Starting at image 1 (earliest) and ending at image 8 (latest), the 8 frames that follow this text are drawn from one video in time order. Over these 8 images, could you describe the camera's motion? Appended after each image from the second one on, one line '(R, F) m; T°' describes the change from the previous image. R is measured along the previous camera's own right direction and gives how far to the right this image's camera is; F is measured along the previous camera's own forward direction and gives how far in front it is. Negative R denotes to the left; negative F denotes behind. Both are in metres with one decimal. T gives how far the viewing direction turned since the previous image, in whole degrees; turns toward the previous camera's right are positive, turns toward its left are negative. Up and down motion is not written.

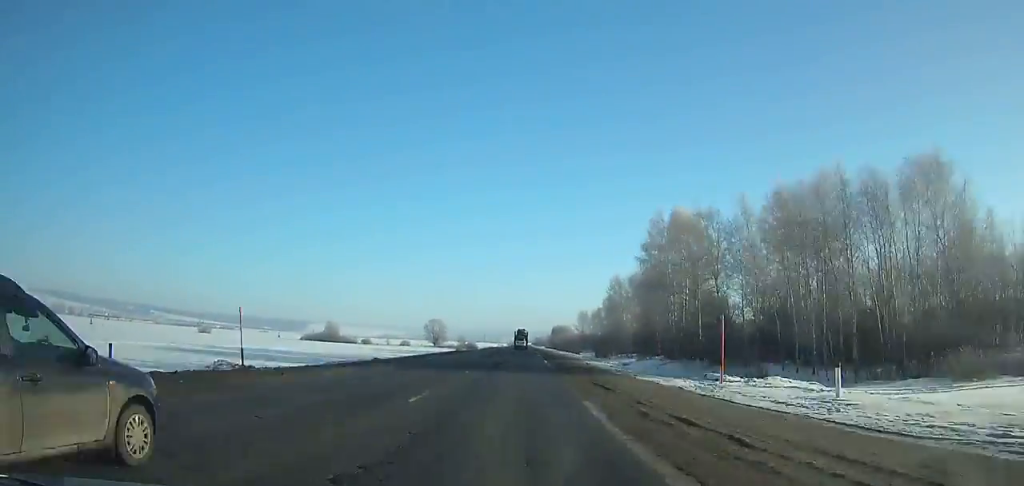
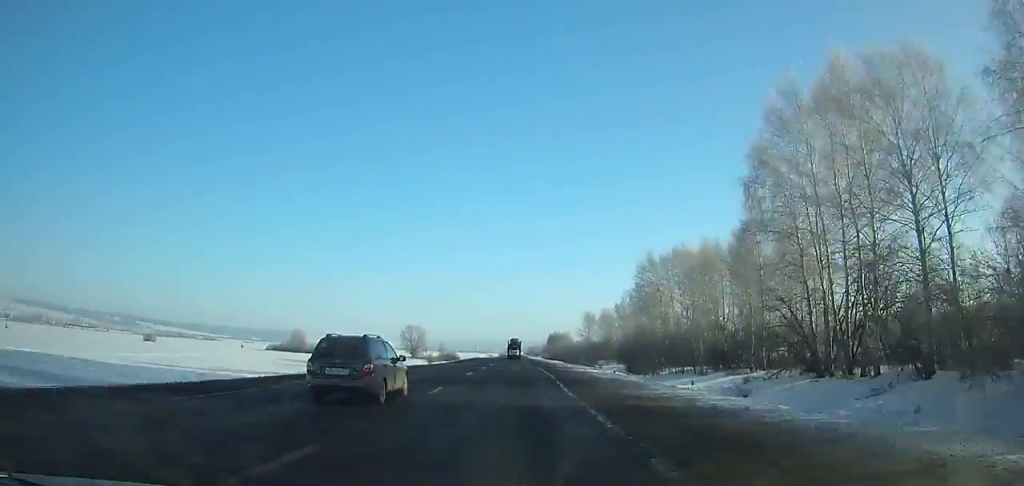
(+0.4, +44.8) m; 0°
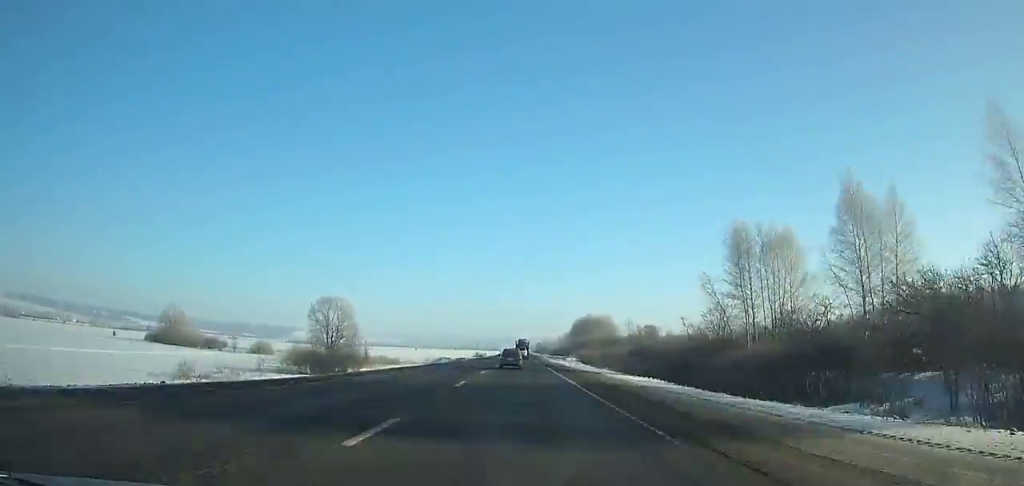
(+0.8, +129.4) m; +1°
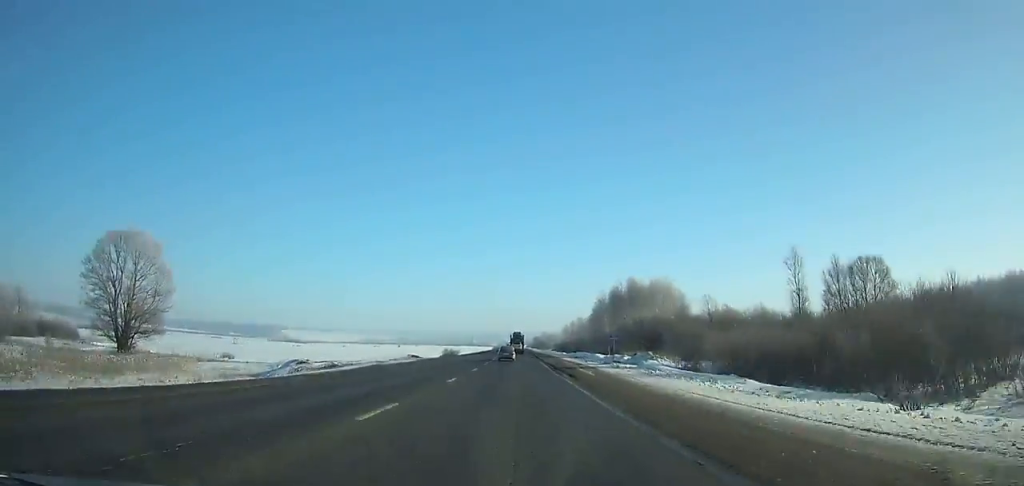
(+0.2, +80.5) m; 0°
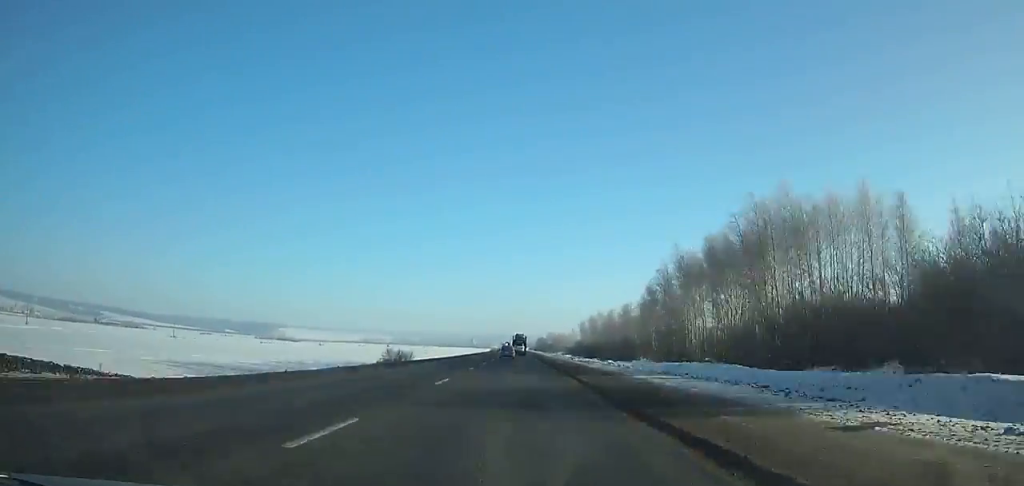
(-0.1, +62.2) m; 0°
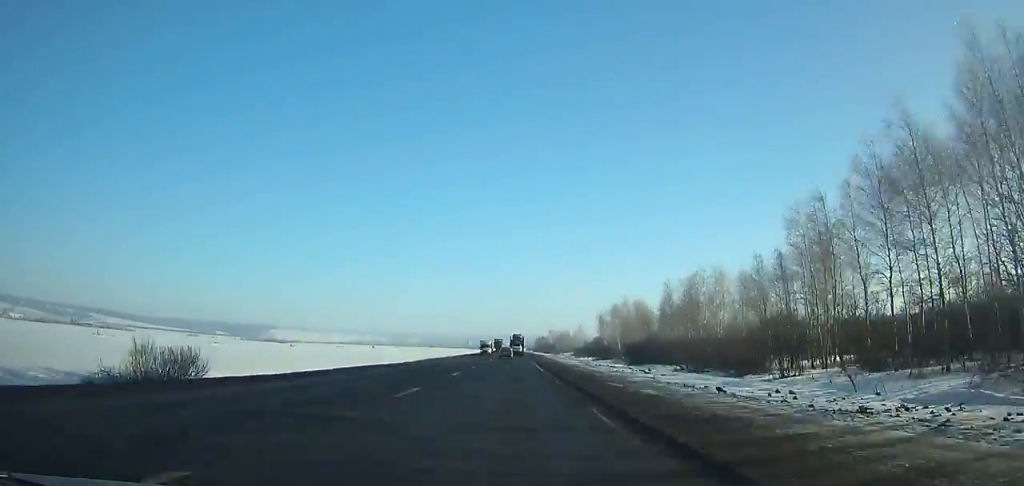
(-0.1, +53.0) m; 0°
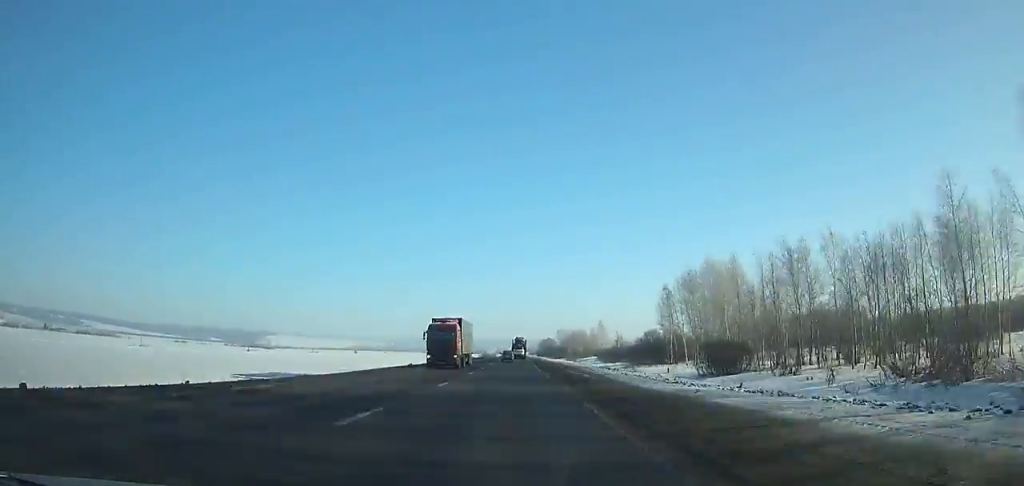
(-0.1, +64.5) m; 0°
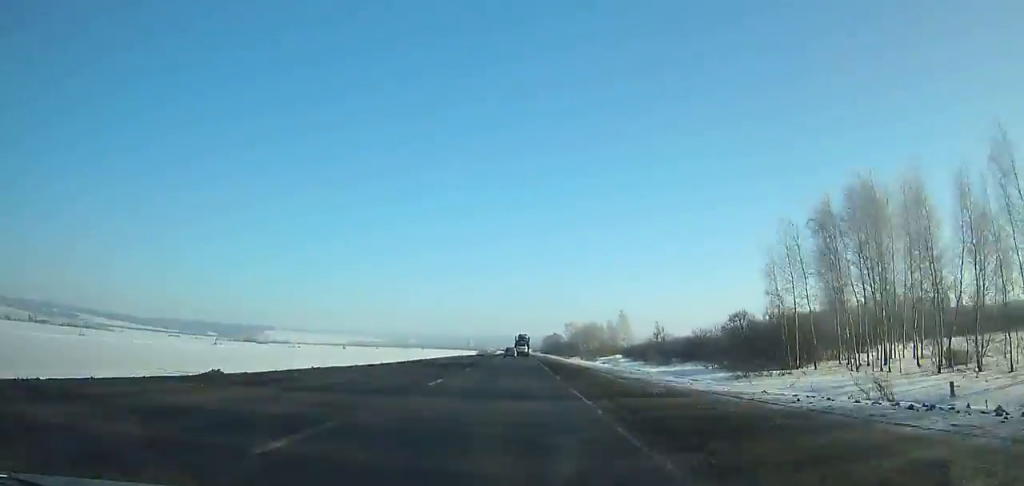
(0.0, +39.2) m; 0°
